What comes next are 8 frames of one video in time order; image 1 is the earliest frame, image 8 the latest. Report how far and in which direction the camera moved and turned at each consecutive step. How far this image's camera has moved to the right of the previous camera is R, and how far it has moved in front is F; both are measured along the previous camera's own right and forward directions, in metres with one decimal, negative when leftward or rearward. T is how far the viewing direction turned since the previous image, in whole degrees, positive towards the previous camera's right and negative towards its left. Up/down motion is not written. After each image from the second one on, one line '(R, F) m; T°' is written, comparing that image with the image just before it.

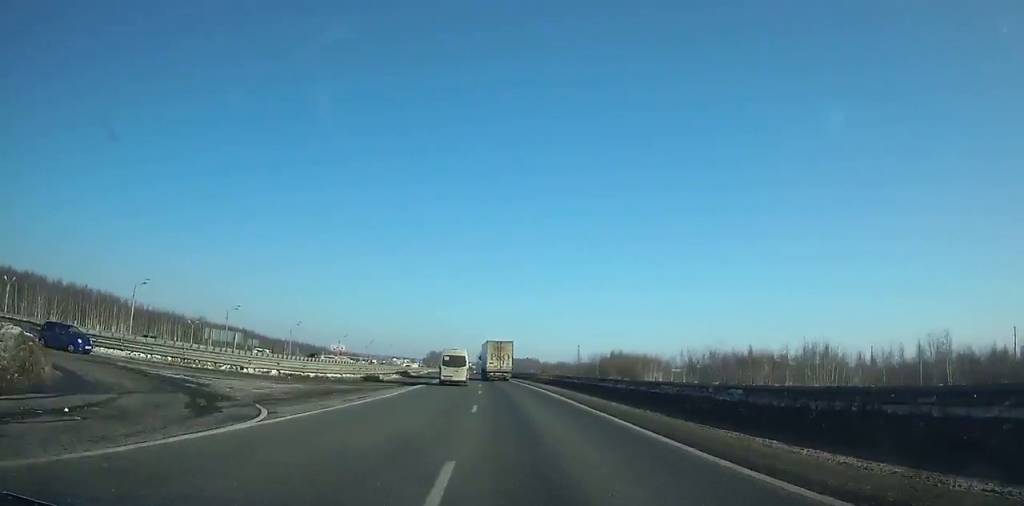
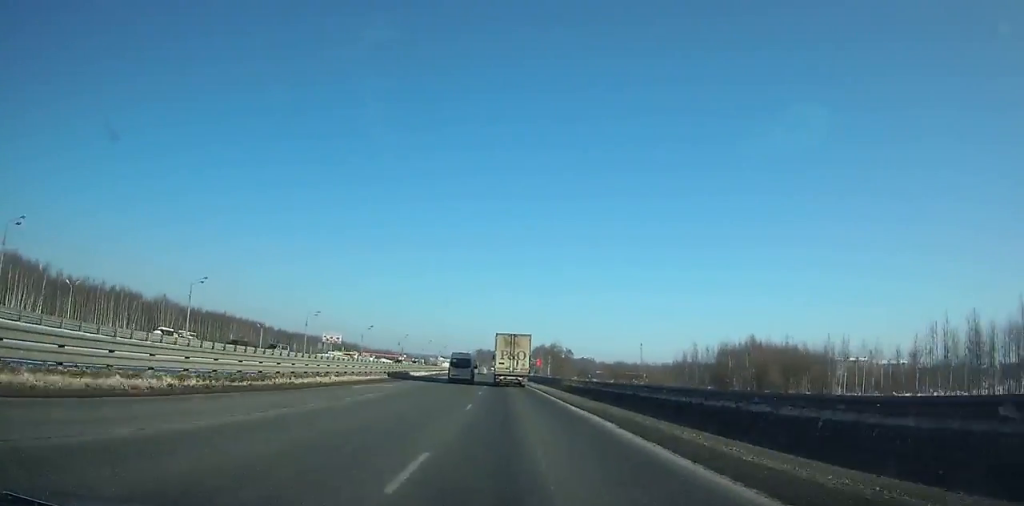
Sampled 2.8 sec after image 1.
(-0.3, +73.1) m; -2°
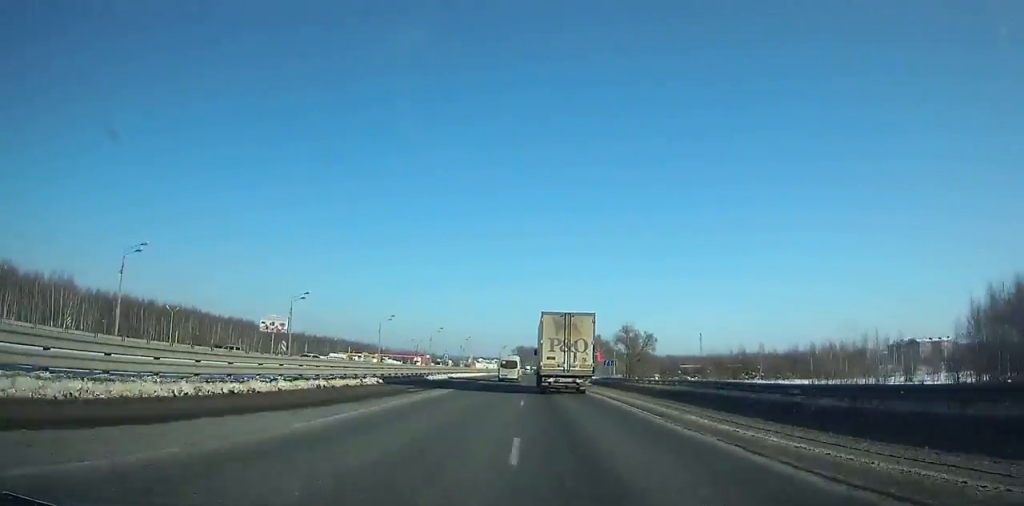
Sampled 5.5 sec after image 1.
(-2.7, +70.9) m; -2°
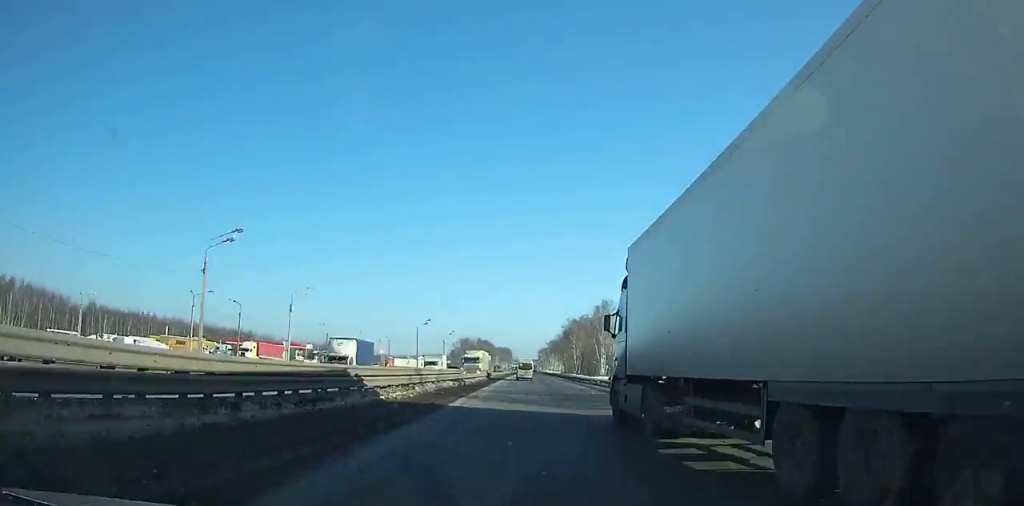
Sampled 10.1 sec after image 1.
(0.0, +117.6) m; +2°
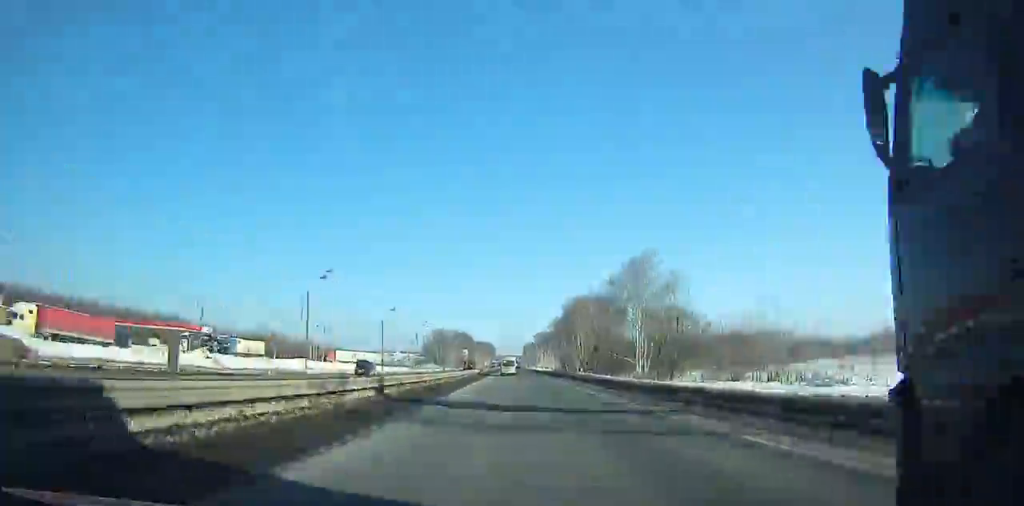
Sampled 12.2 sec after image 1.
(+0.4, +51.3) m; +2°
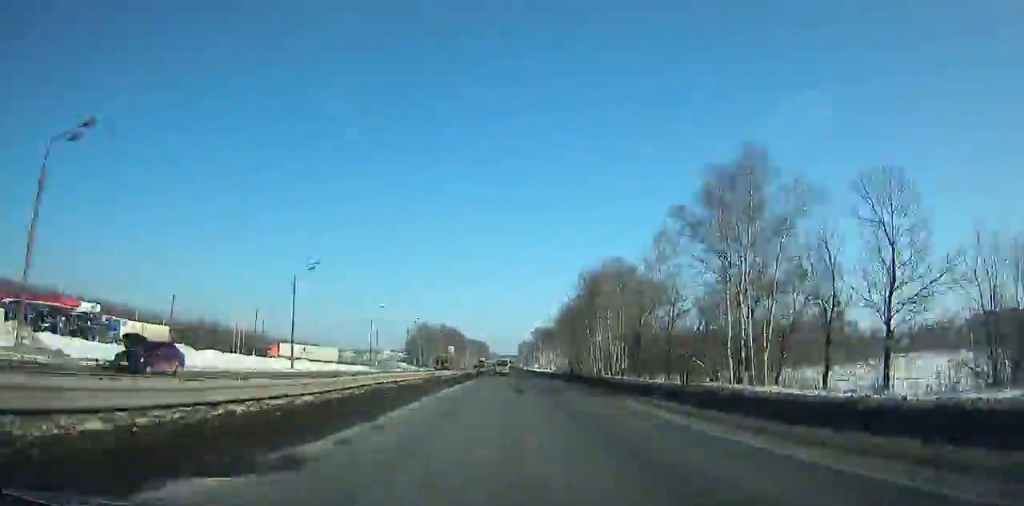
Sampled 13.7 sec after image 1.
(+1.4, +35.2) m; +1°
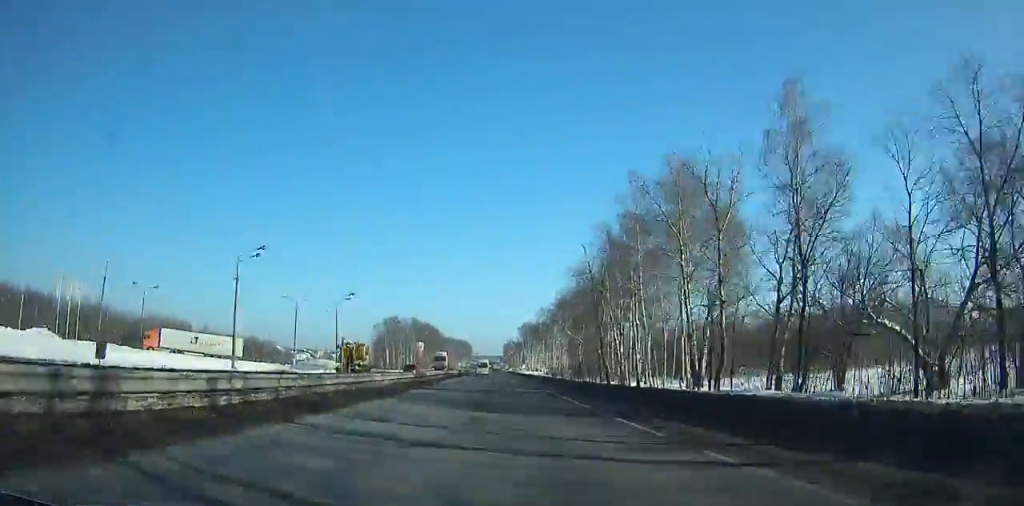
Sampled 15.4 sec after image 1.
(+0.4, +38.6) m; 0°
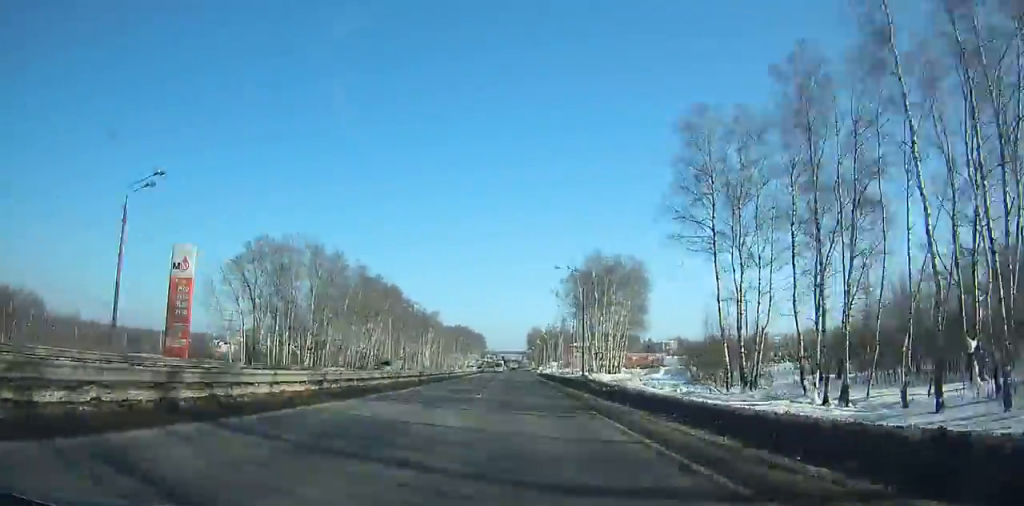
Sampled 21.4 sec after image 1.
(-2.0, +131.7) m; -1°
